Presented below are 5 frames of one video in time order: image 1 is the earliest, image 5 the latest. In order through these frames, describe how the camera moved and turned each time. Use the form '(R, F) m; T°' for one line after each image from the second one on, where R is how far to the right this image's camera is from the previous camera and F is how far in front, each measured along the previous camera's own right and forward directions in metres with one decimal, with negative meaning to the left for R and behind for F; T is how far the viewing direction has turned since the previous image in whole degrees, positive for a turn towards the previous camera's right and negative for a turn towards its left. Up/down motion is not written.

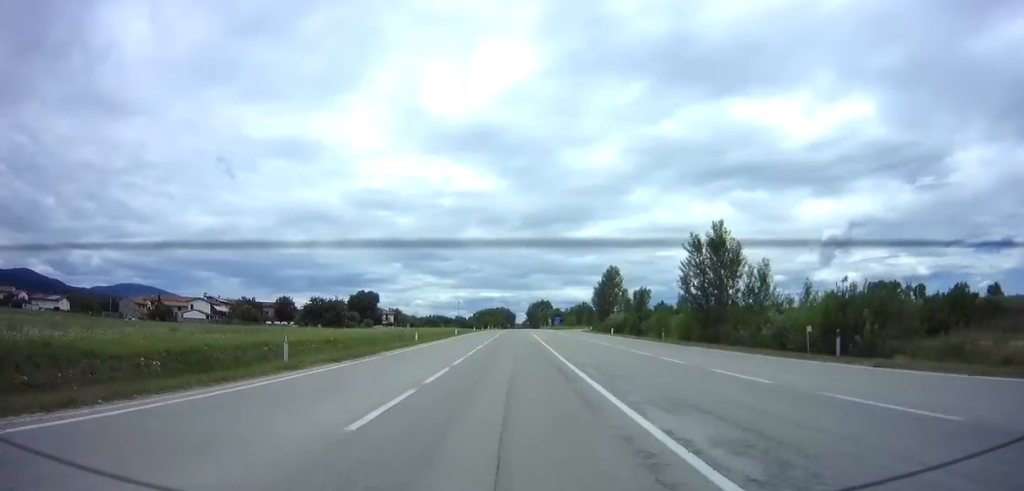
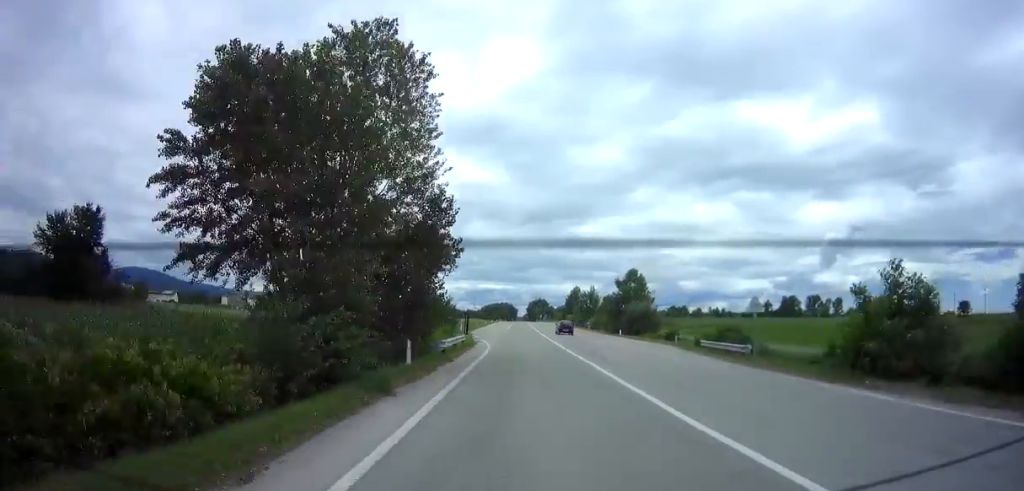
(+0.8, +73.4) m; +1°
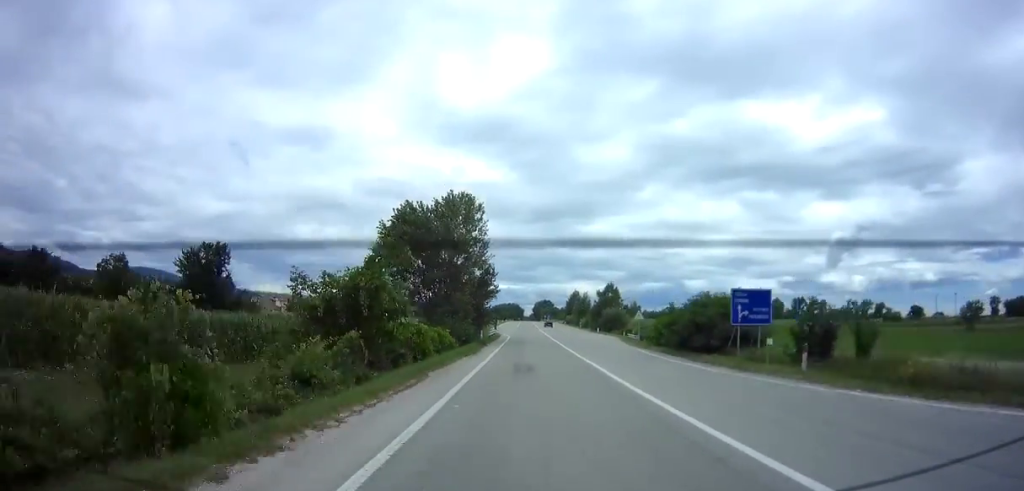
(-0.2, +25.2) m; -1°
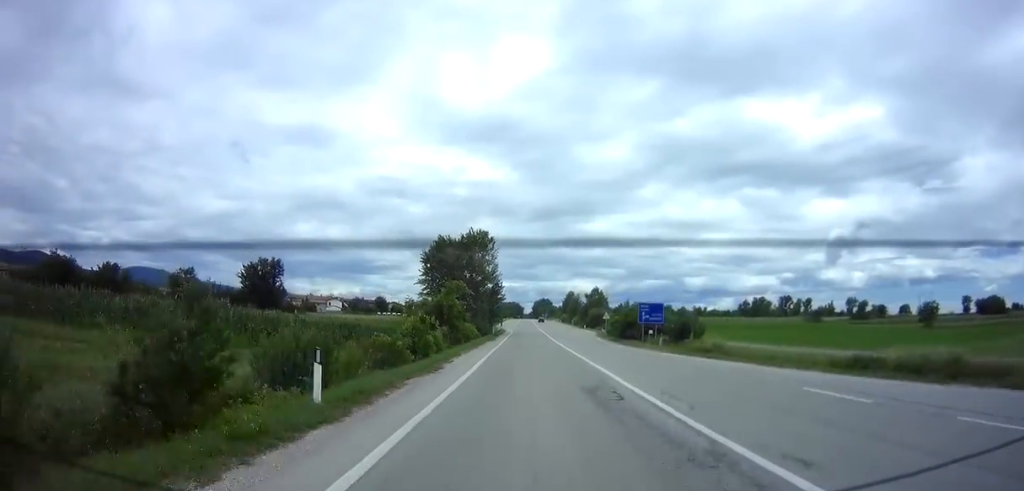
(-0.2, +17.7) m; 0°
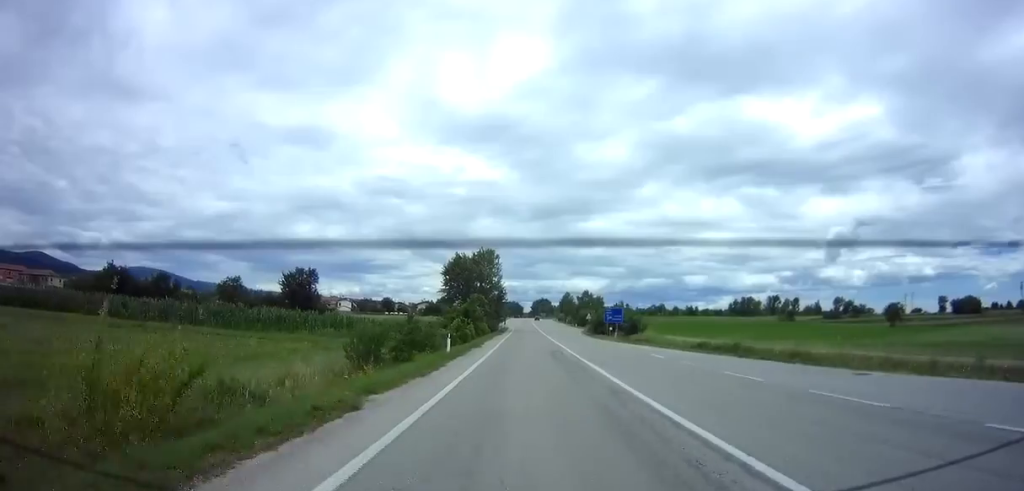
(+0.1, +16.3) m; 0°
